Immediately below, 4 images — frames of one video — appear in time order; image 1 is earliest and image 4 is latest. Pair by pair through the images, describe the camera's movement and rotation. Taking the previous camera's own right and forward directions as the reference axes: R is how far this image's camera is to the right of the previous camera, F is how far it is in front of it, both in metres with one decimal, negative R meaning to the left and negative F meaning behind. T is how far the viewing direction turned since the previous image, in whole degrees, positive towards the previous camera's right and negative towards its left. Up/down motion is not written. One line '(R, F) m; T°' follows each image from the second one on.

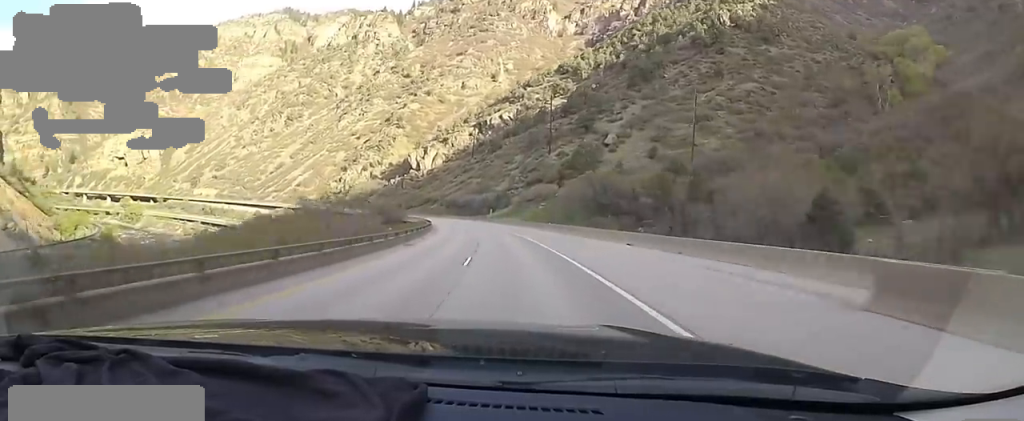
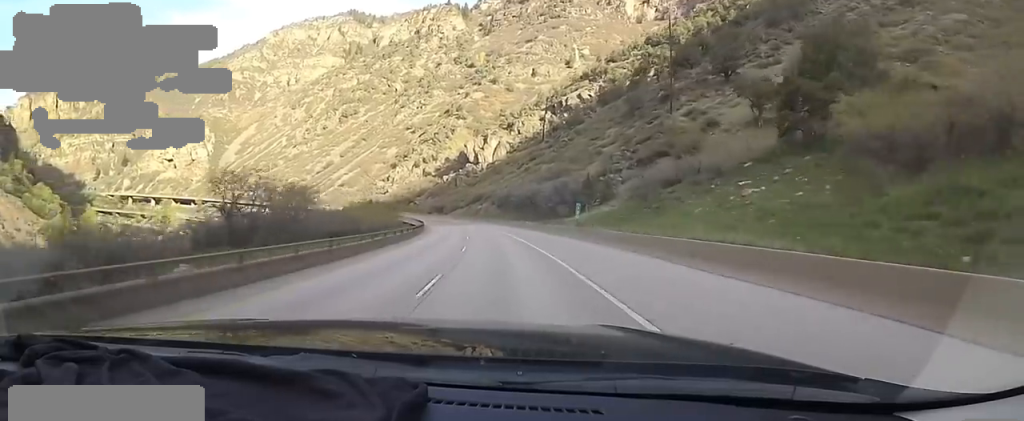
(-5.0, +53.4) m; -12°
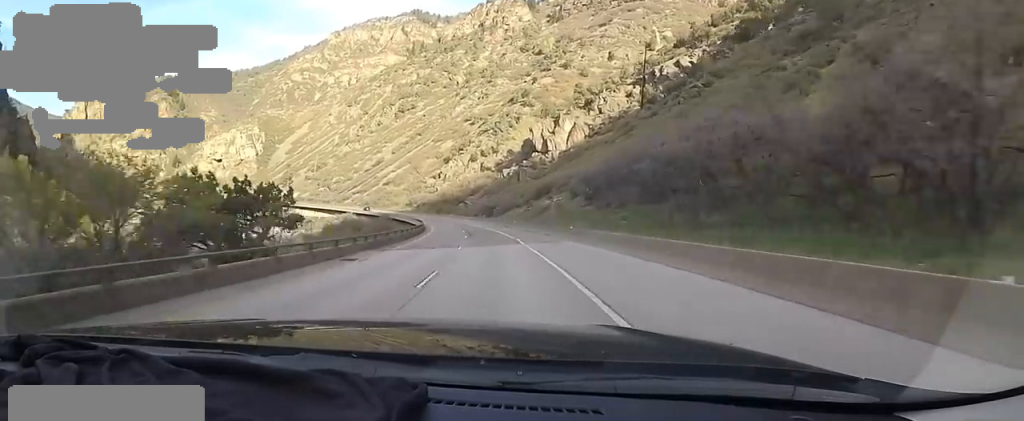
(-1.9, +48.1) m; -6°
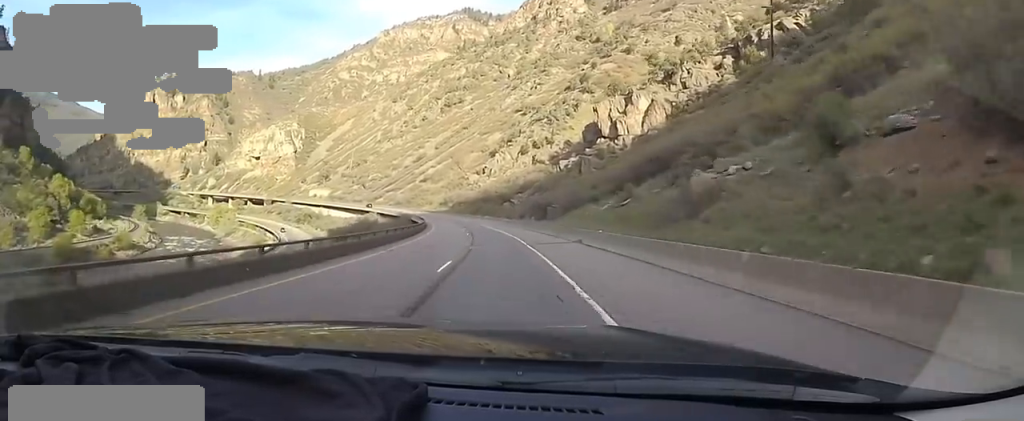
(-3.3, +35.2) m; -10°
